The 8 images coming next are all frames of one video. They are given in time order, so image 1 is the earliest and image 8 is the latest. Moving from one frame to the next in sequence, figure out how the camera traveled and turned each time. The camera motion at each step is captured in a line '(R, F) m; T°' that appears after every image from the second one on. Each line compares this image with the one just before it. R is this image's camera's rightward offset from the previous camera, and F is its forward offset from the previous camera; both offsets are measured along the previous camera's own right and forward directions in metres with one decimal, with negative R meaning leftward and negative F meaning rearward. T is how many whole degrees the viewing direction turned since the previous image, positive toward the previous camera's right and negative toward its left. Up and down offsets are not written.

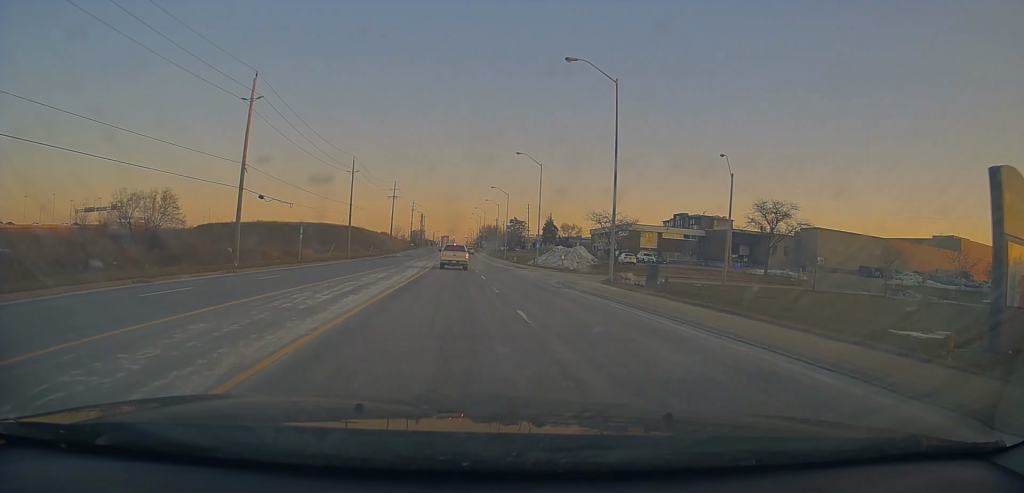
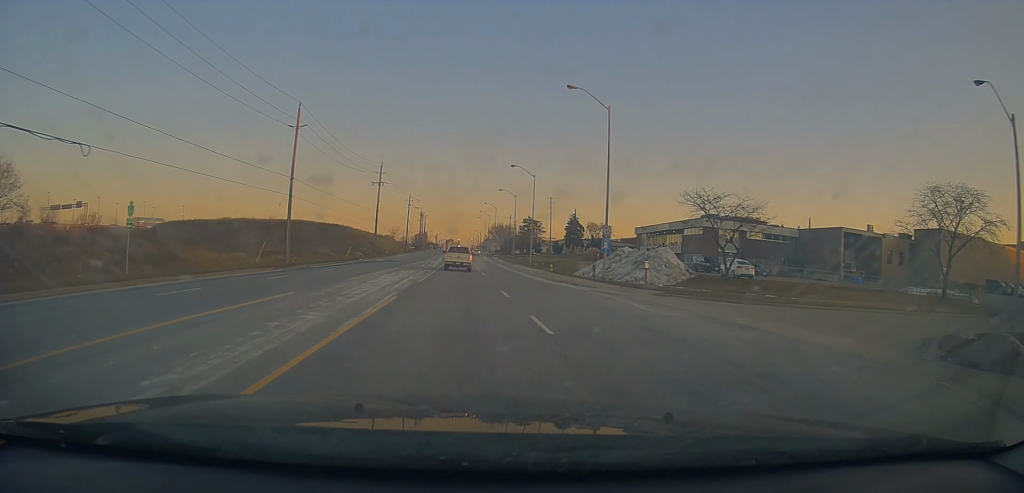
(+0.1, +29.4) m; -1°
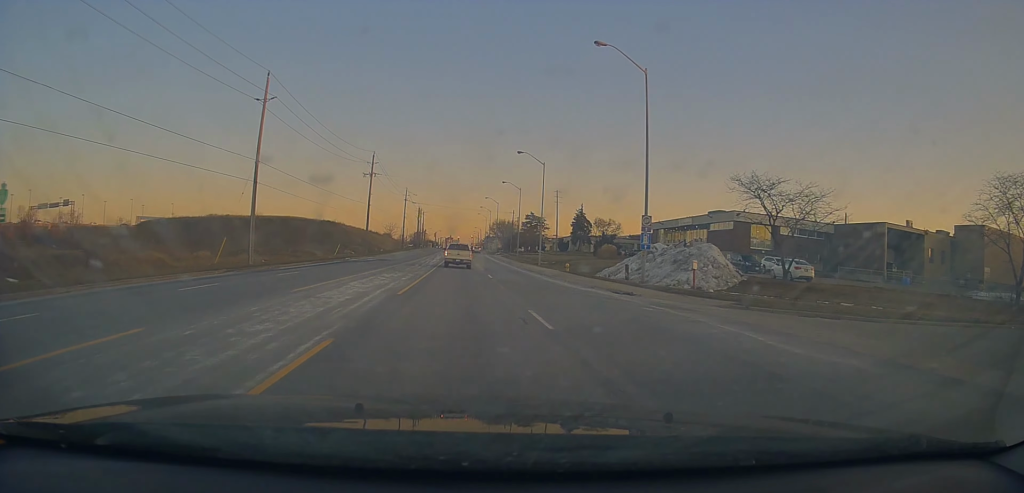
(0.0, +8.4) m; -1°
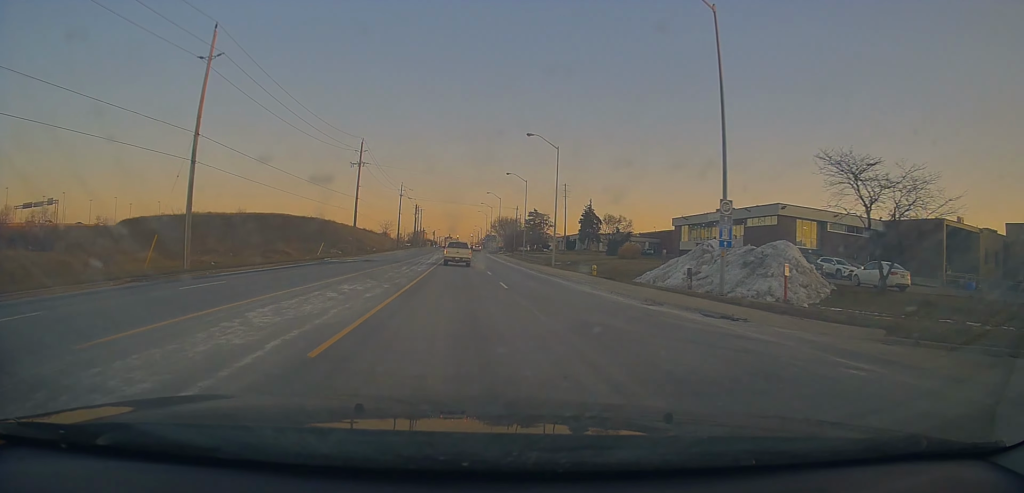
(-0.1, +9.6) m; 0°
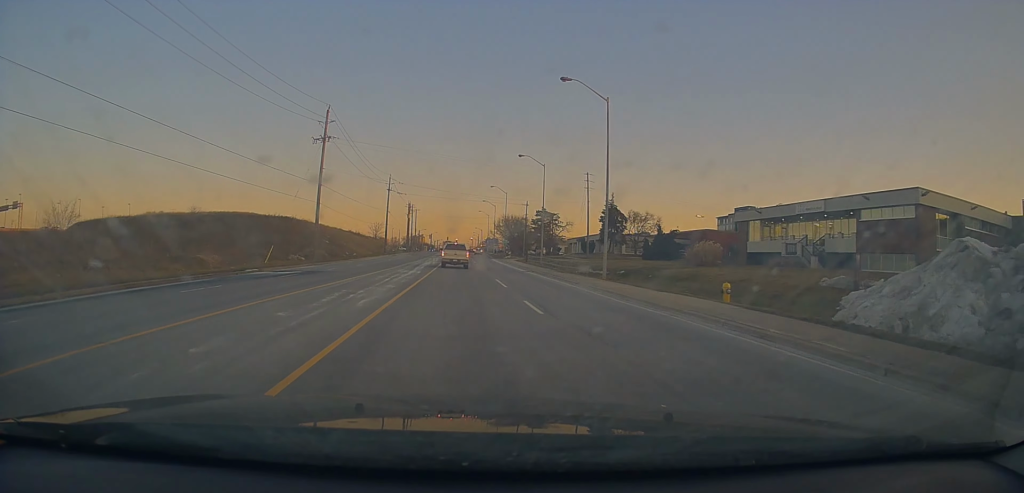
(-0.1, +19.6) m; 0°
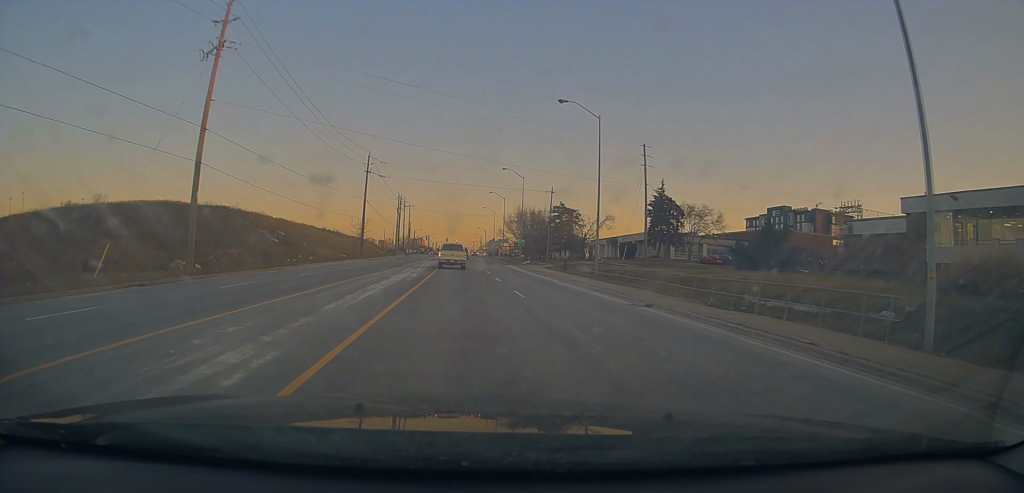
(+0.4, +26.8) m; -1°
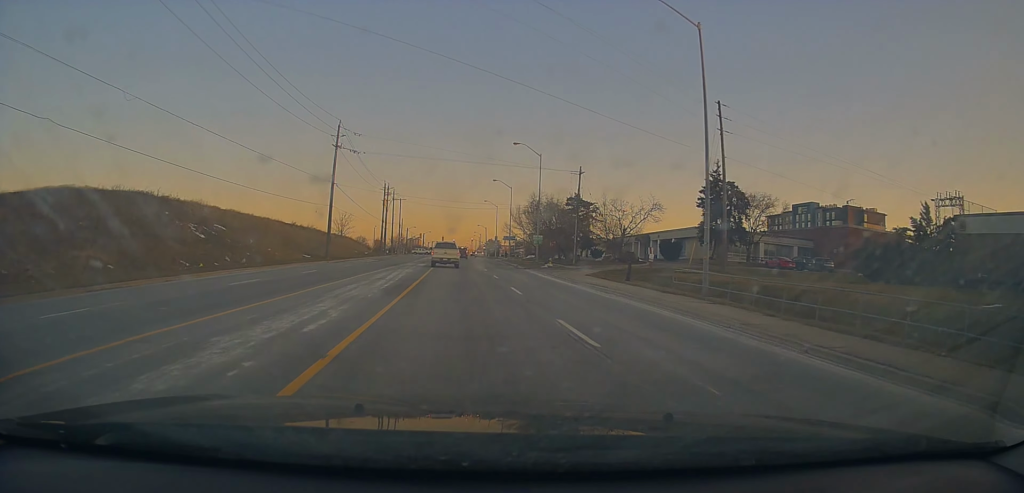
(-0.6, +19.5) m; +1°
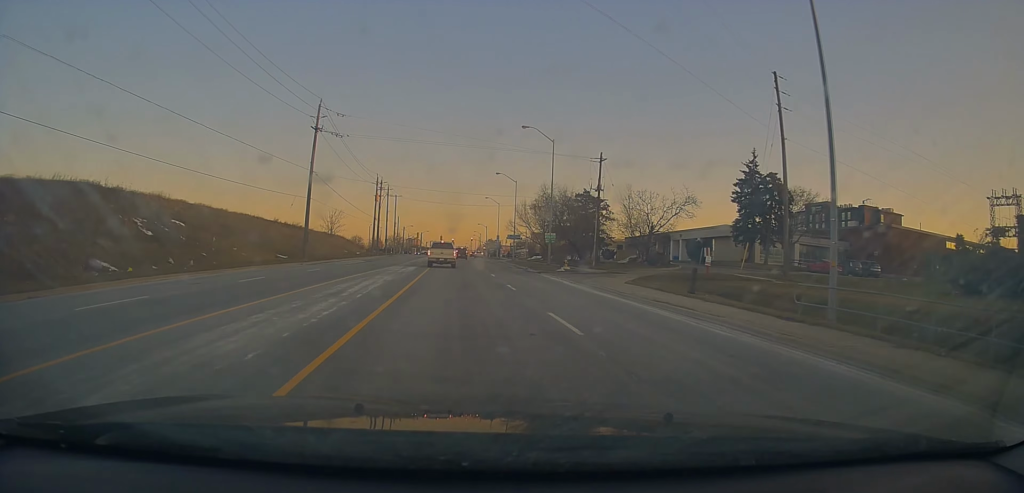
(+0.5, +8.9) m; 0°
